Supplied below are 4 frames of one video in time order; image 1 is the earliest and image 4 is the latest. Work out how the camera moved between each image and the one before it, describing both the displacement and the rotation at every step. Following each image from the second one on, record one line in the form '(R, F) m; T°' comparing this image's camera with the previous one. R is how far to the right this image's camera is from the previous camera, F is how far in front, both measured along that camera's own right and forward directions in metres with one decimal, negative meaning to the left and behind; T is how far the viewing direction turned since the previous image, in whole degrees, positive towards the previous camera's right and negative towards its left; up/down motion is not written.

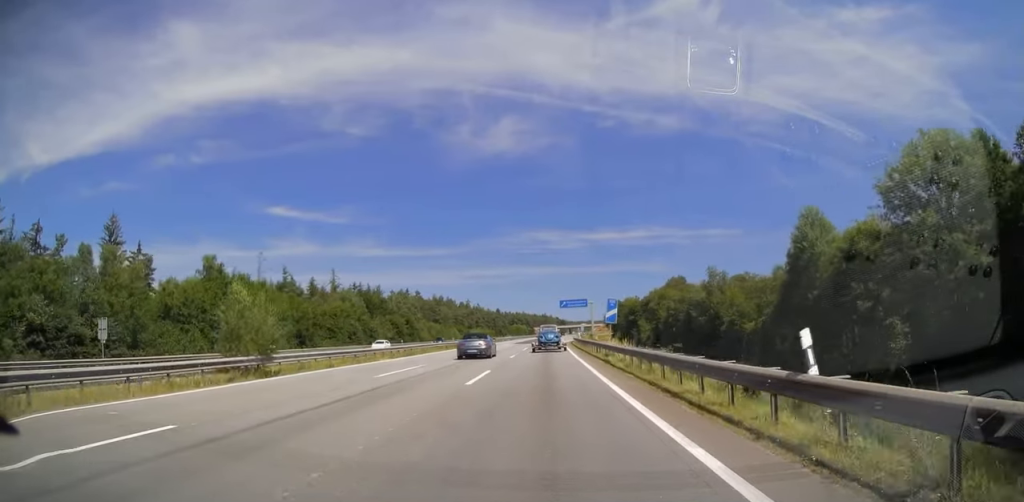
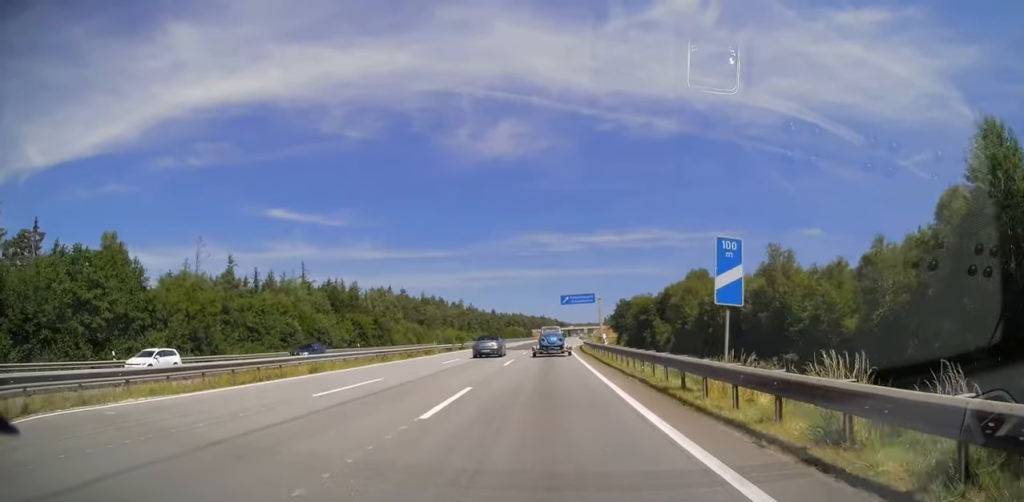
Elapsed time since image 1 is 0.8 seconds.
(+0.1, +24.9) m; 0°
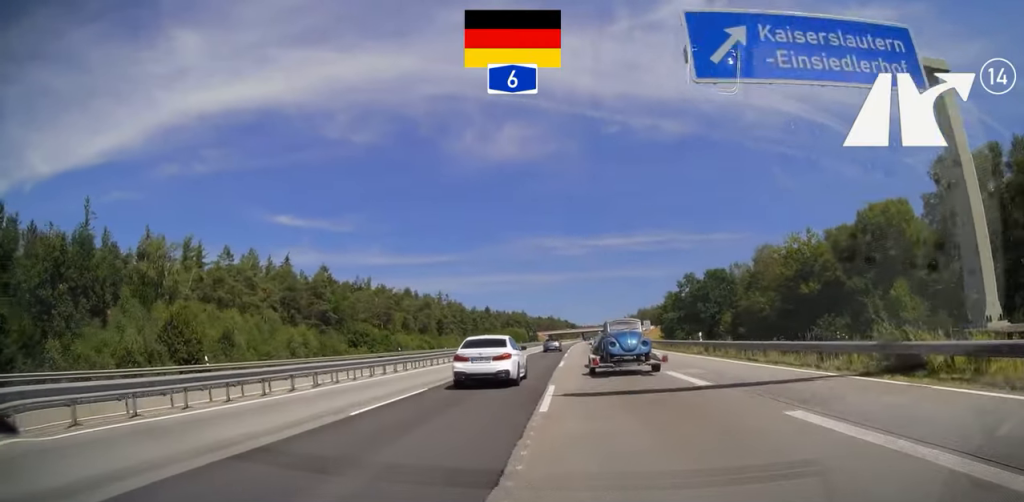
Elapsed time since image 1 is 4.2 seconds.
(-0.1, +93.8) m; -1°
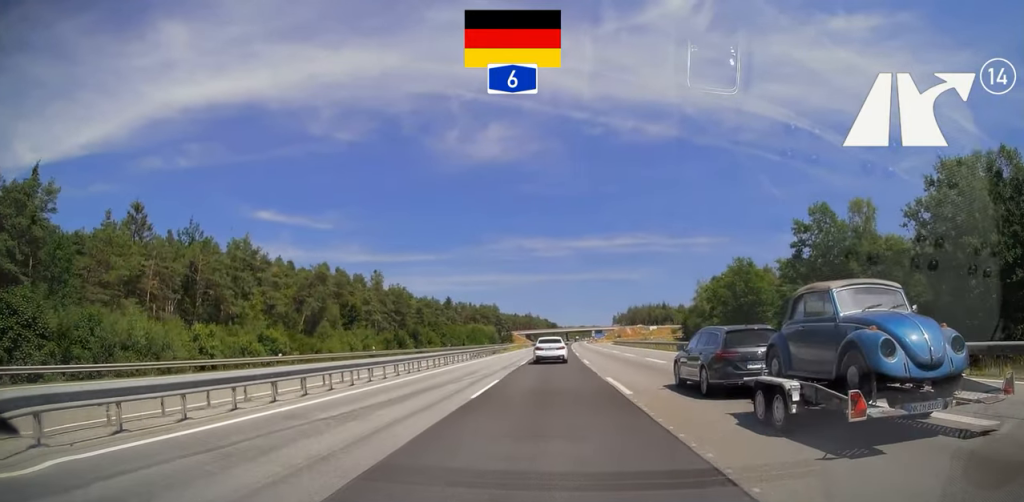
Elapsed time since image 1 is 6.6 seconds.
(+0.5, +67.6) m; +1°
